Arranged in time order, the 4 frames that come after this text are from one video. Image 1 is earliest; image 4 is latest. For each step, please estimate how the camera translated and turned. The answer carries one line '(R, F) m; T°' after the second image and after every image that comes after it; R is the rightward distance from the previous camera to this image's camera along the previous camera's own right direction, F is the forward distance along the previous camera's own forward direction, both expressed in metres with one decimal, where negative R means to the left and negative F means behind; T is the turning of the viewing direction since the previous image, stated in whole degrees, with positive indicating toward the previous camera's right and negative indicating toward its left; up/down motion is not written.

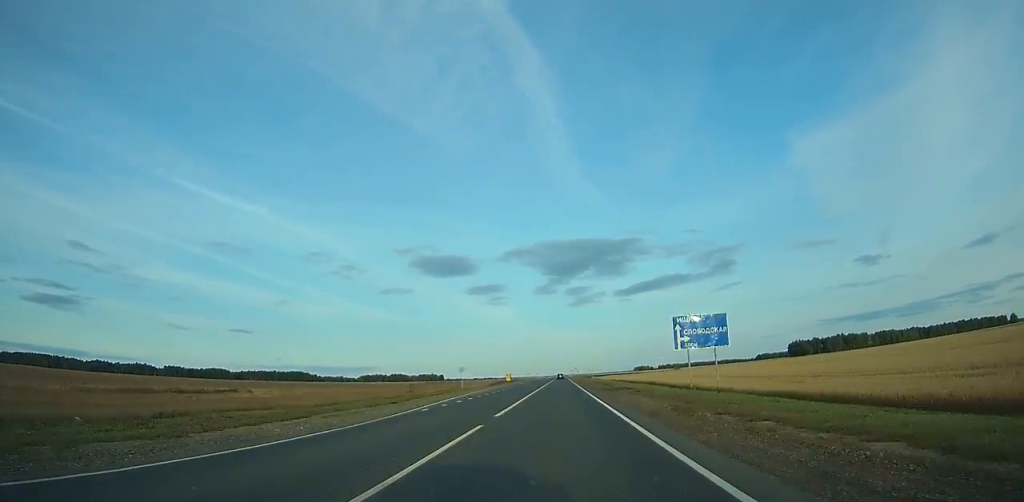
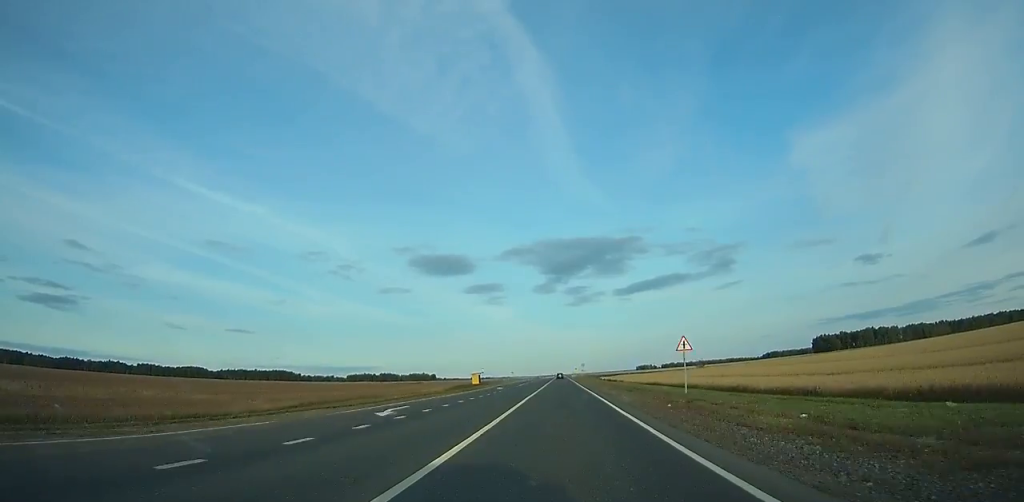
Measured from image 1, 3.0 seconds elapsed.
(-0.1, +80.9) m; 0°
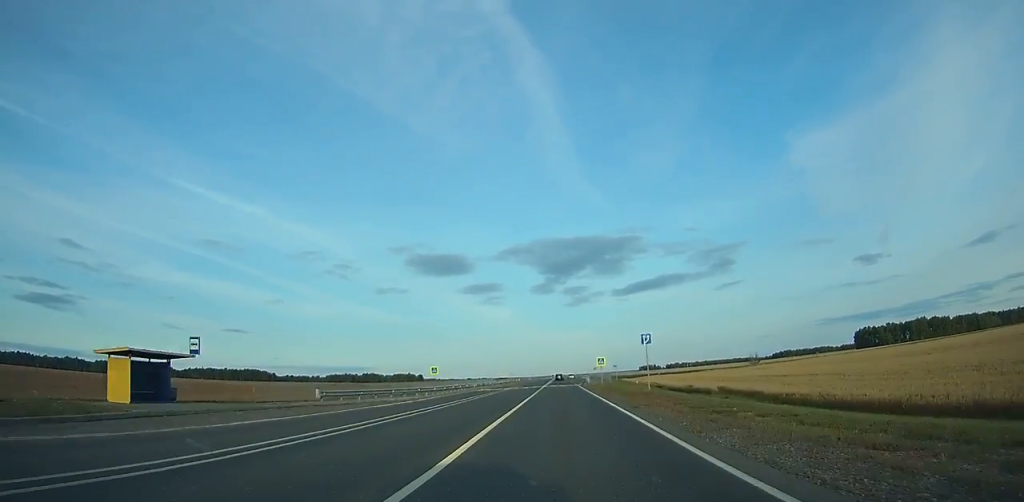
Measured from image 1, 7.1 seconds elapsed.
(+0.2, +109.5) m; 0°
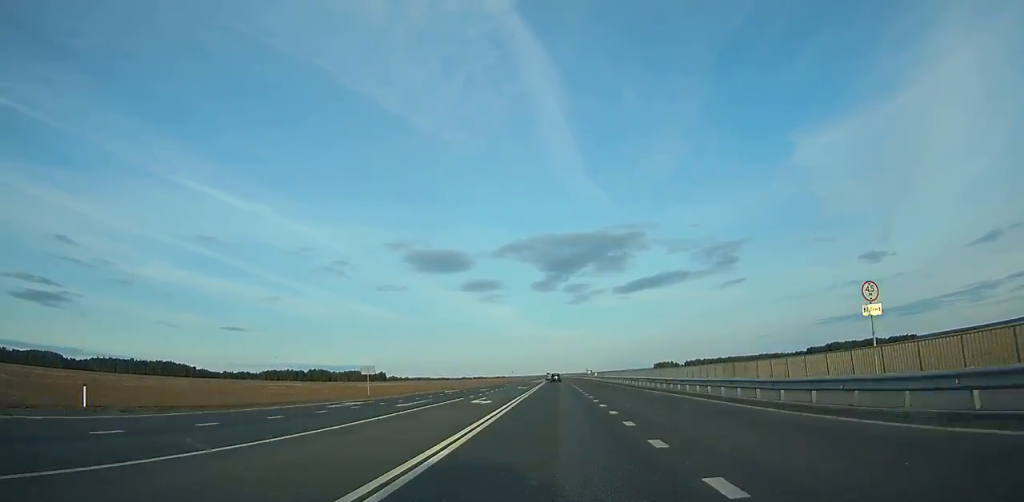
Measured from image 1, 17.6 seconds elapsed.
(-0.1, +277.4) m; 0°
